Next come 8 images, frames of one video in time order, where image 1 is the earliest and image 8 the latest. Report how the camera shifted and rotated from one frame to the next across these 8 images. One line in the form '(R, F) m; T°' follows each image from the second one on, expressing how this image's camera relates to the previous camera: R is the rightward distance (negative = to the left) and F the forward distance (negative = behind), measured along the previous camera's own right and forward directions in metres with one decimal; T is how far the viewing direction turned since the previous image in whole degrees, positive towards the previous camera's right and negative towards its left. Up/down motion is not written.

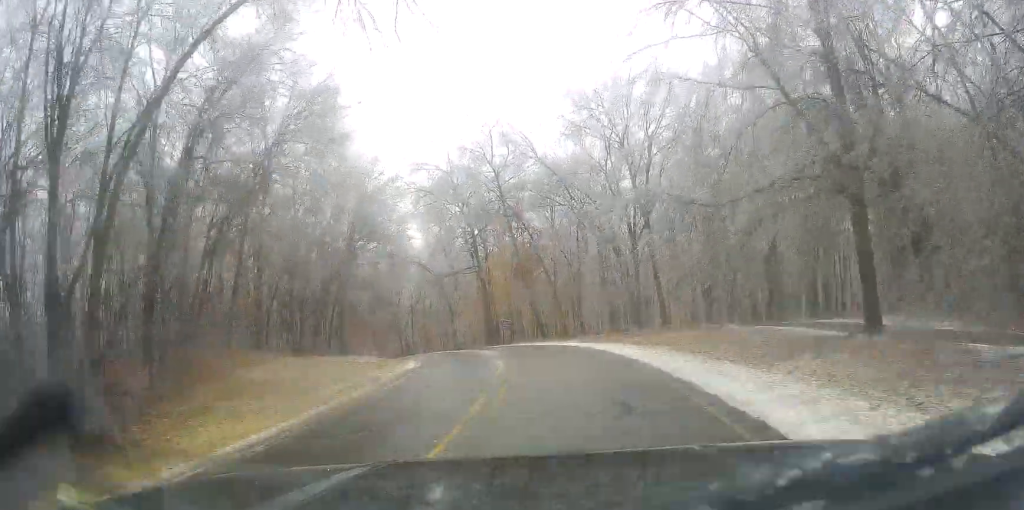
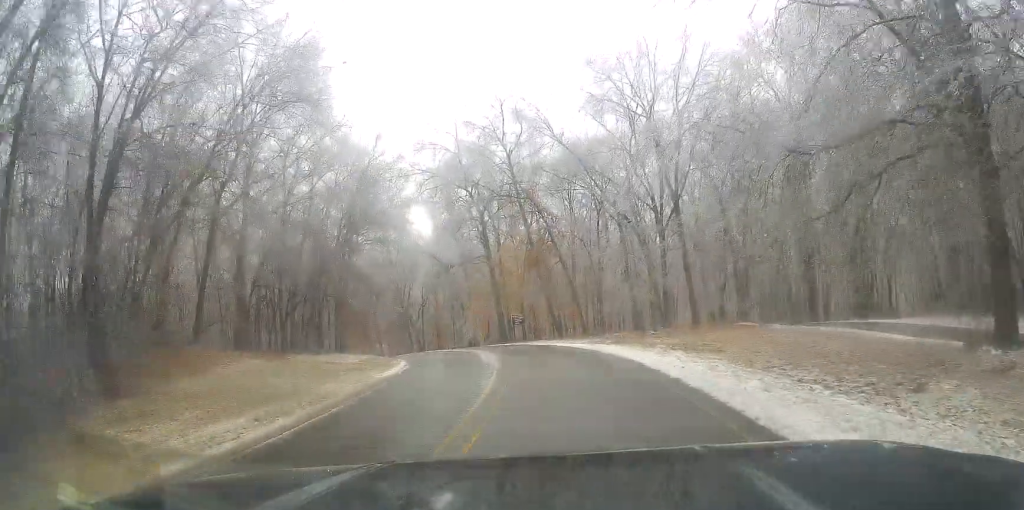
(-0.1, +6.8) m; 0°
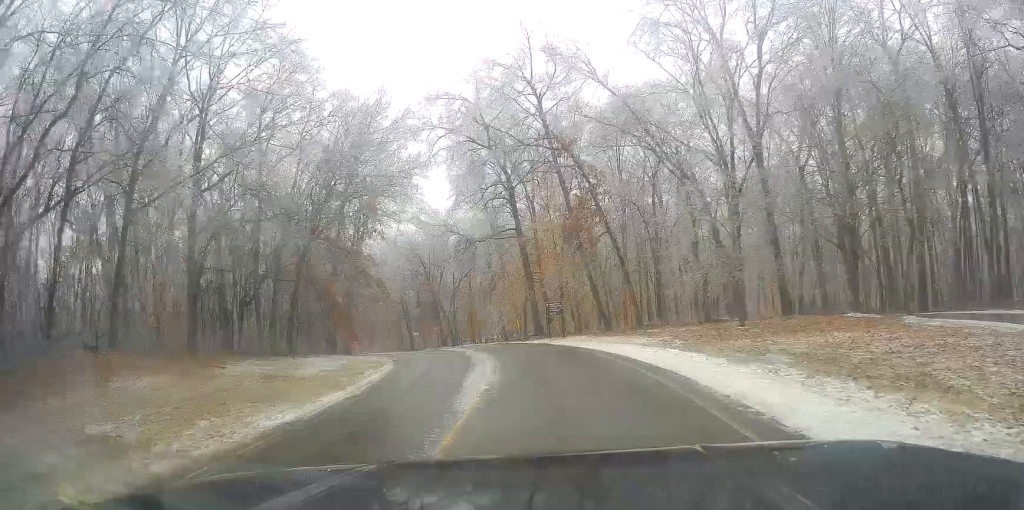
(+0.3, +13.1) m; -2°
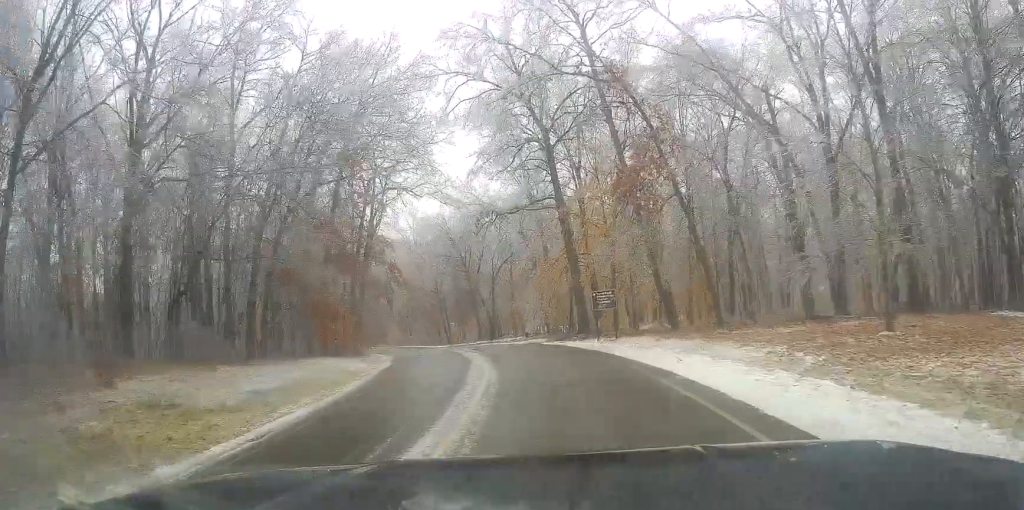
(-0.8, +10.9) m; -6°
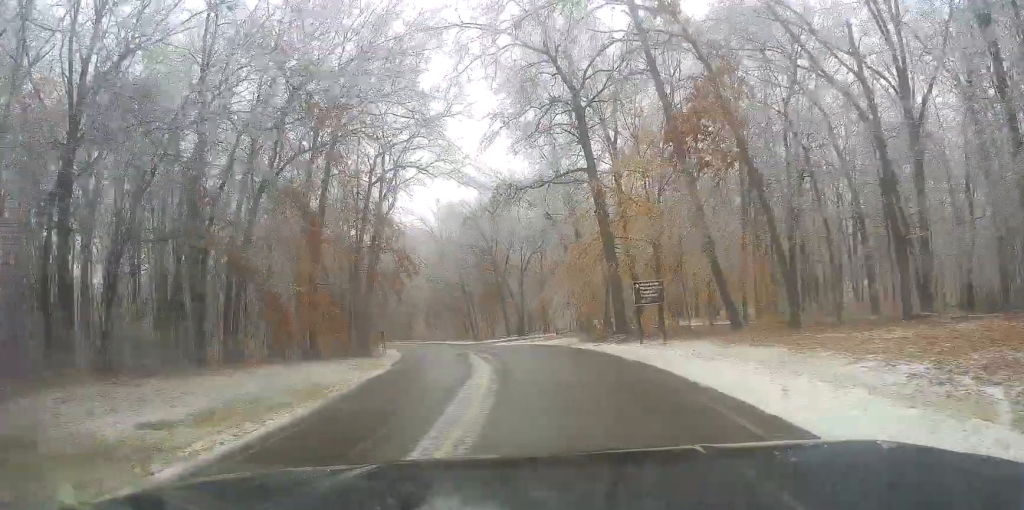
(-0.1, +7.0) m; -1°
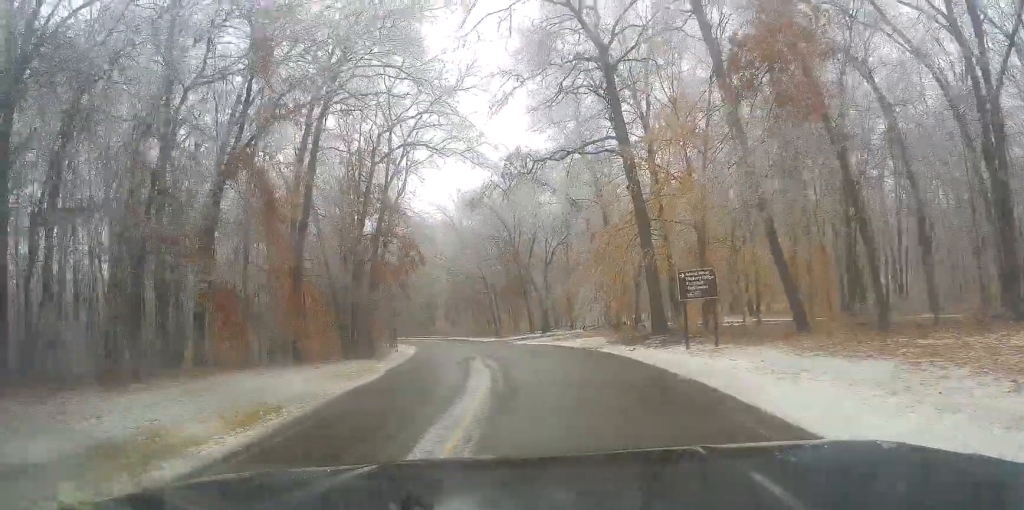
(0.0, +5.4) m; -1°
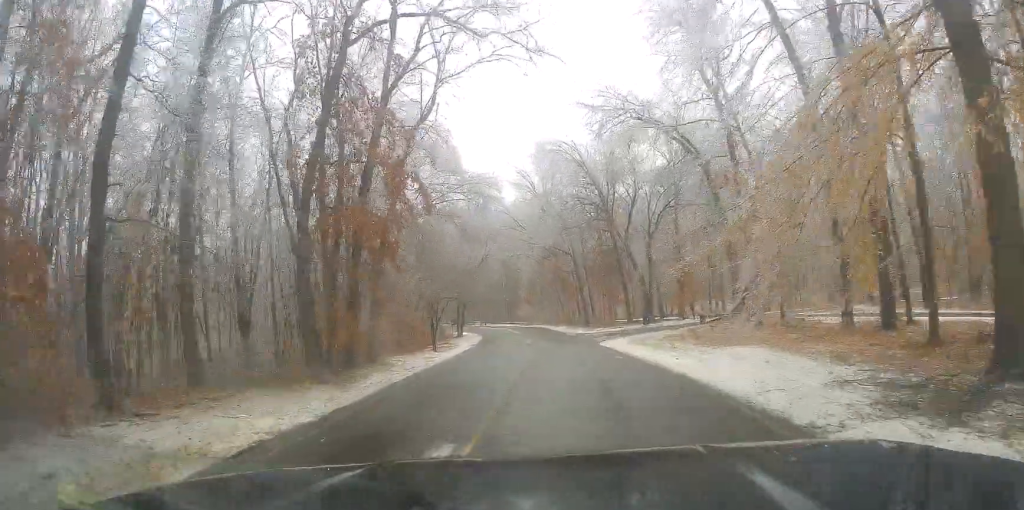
(-2.2, +19.2) m; -12°
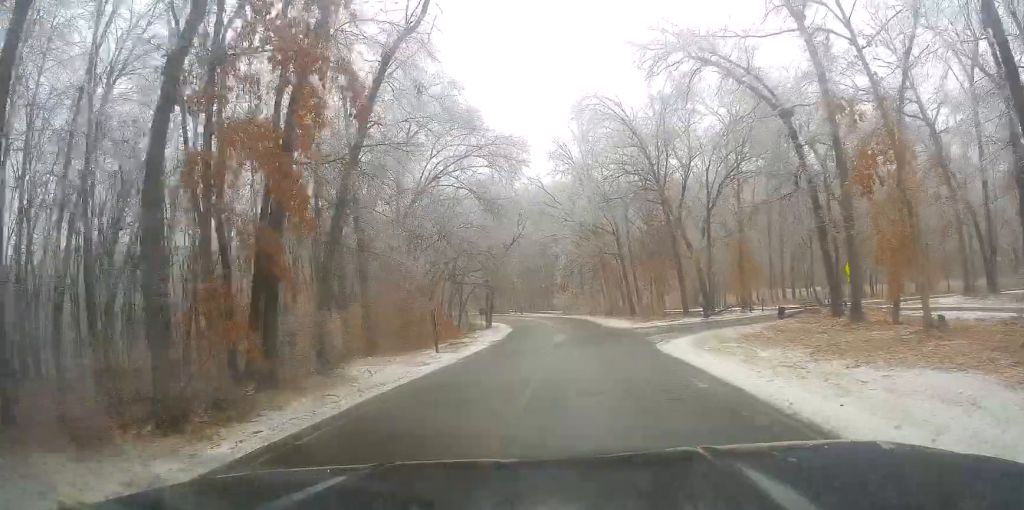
(0.0, +10.7) m; +2°
